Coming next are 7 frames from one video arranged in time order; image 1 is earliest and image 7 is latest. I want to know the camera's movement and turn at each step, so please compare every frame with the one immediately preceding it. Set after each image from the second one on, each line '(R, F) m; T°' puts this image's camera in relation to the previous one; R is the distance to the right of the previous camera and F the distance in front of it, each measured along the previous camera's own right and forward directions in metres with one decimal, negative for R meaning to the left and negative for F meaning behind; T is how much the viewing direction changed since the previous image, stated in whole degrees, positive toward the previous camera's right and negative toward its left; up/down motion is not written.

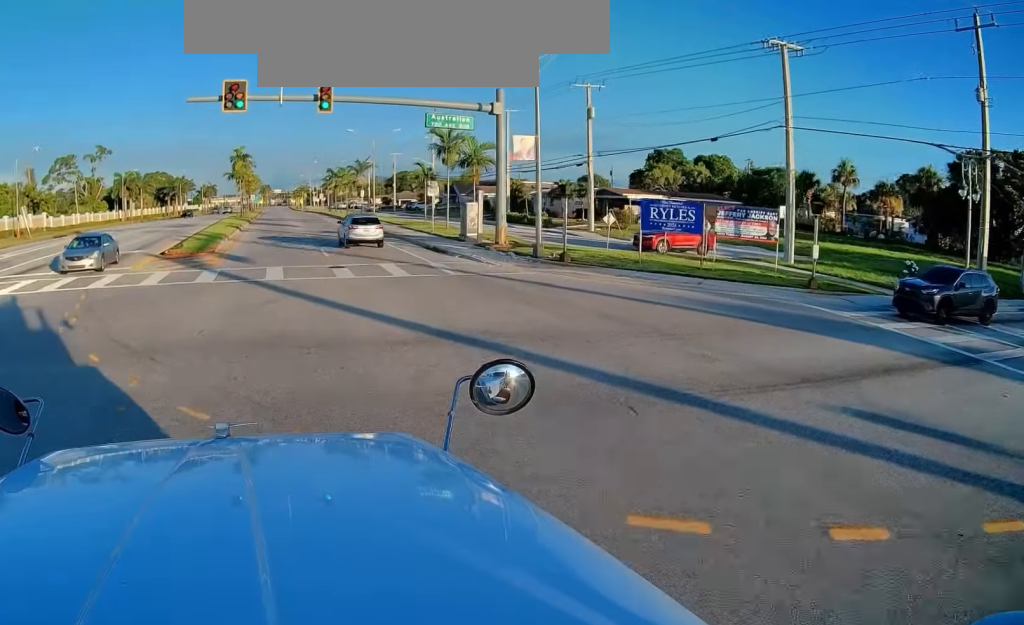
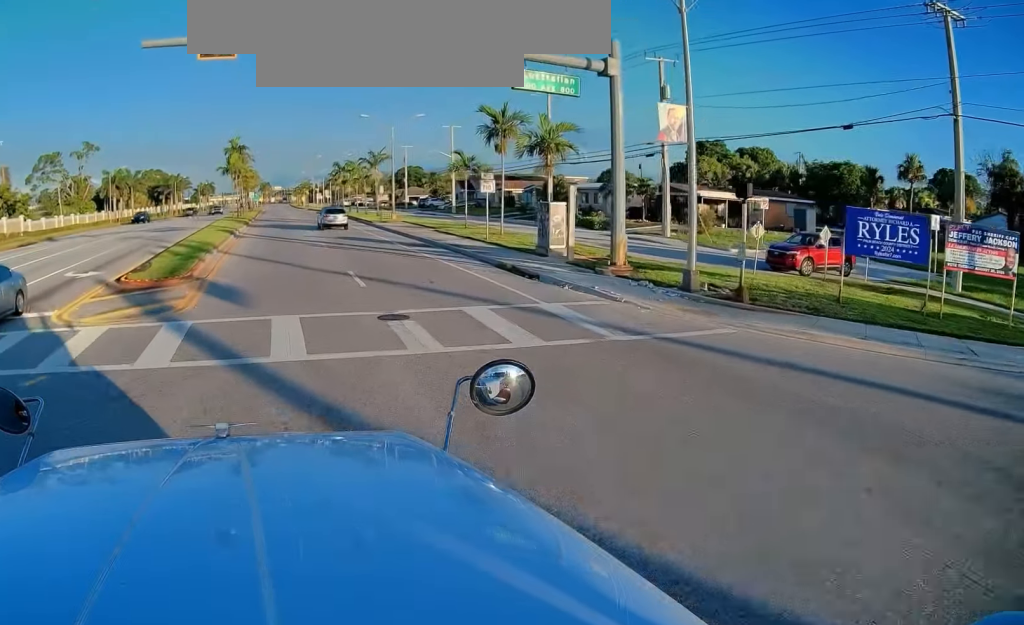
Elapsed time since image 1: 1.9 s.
(+0.4, +9.6) m; +2°
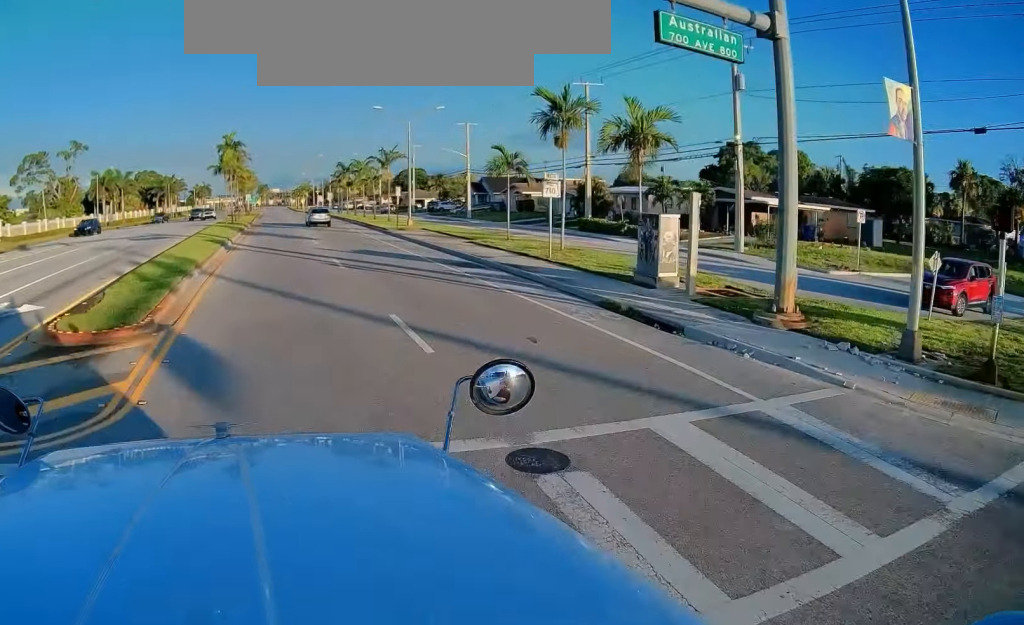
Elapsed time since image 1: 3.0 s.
(-0.2, +6.5) m; 0°
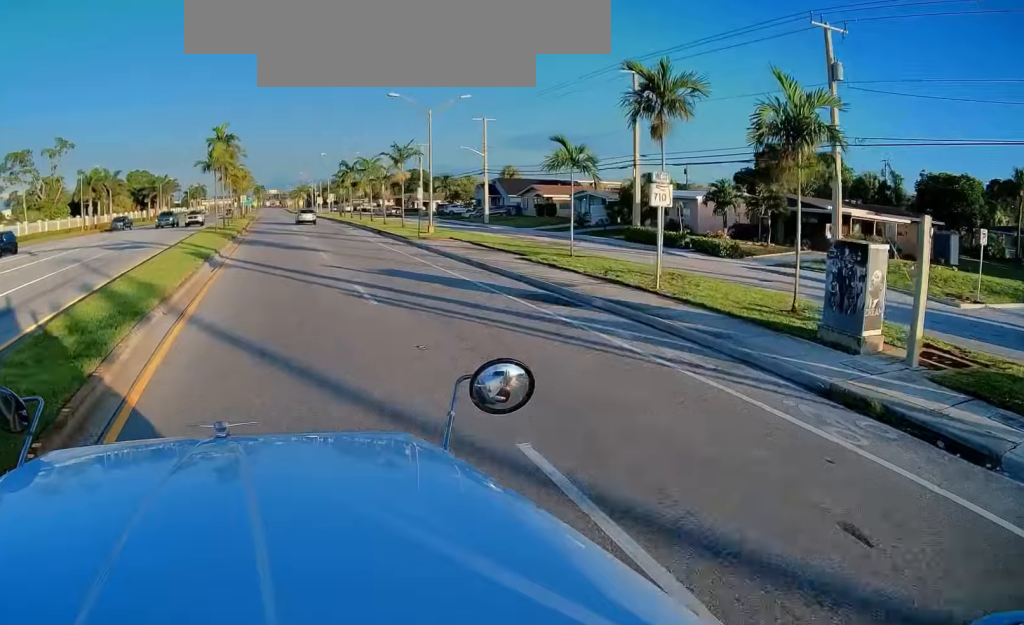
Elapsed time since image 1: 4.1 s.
(+0.2, +7.0) m; 0°
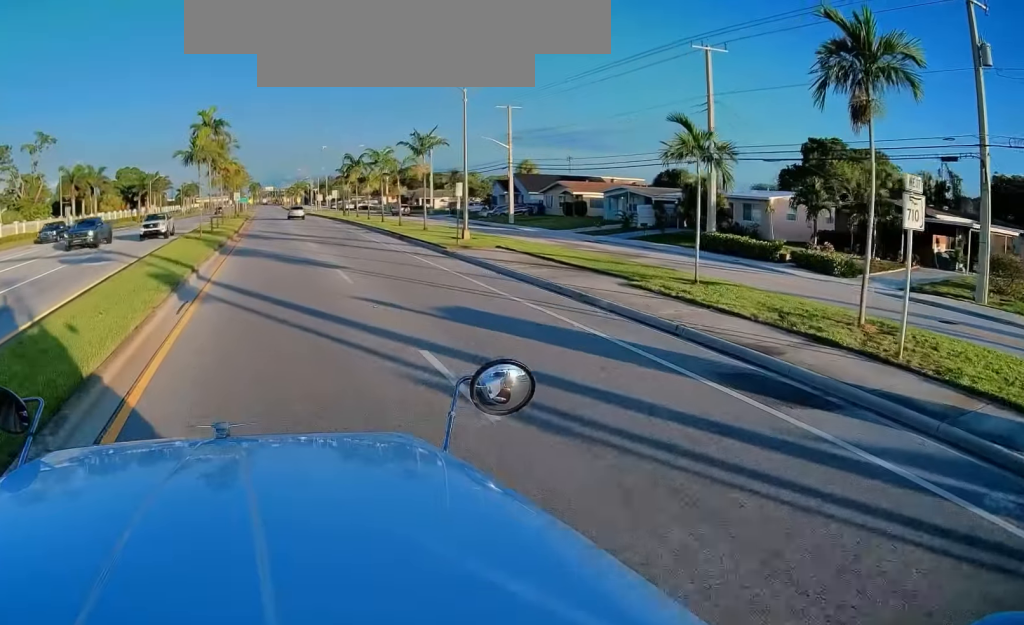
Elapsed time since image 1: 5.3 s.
(-0.2, +7.8) m; -1°
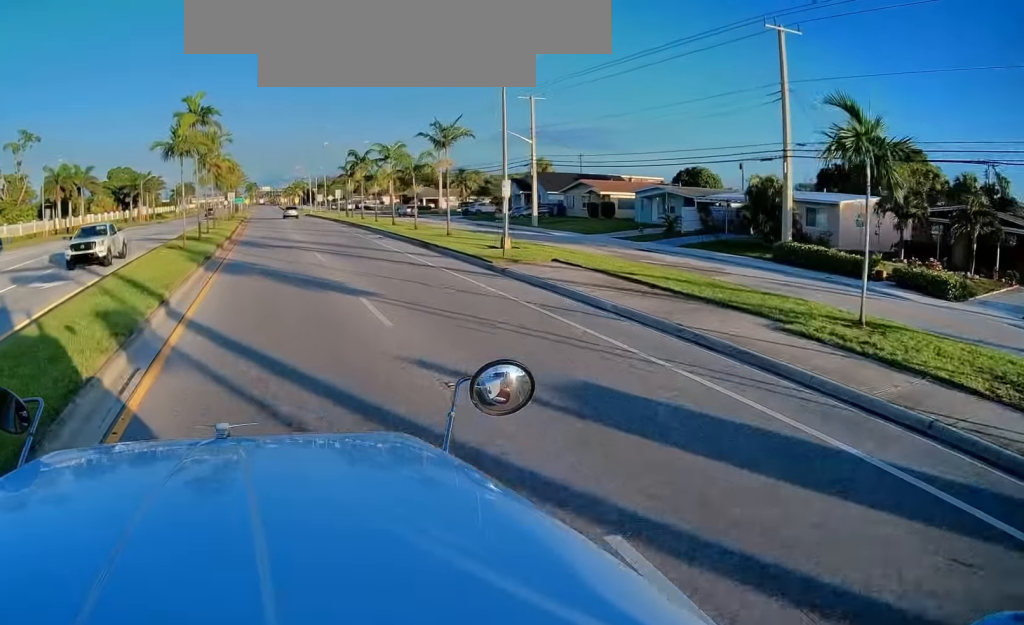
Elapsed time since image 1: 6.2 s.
(0.0, +6.4) m; +1°
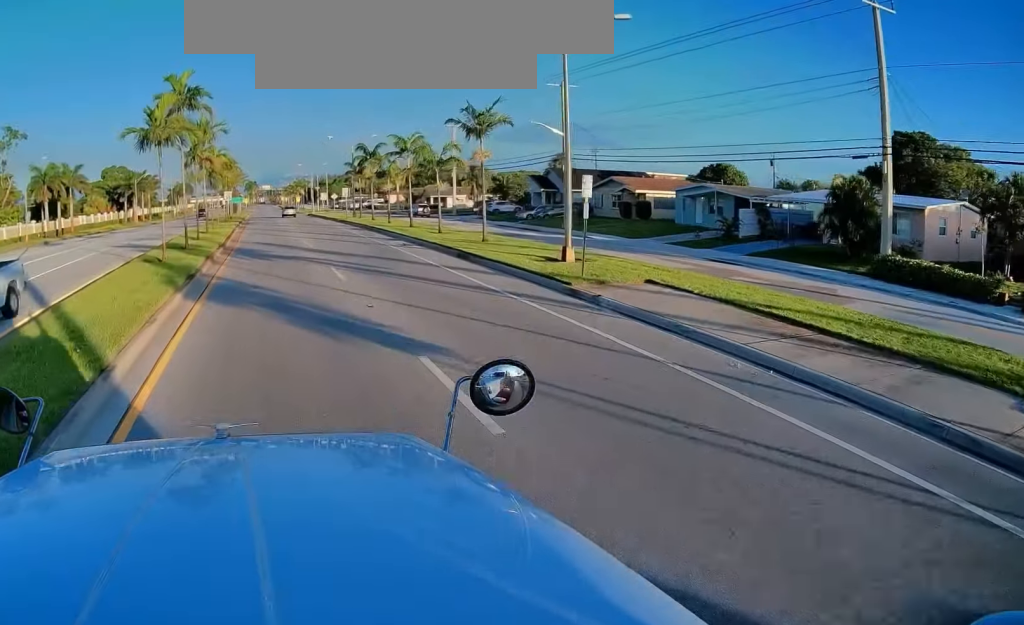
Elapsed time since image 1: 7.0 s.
(+0.1, +5.8) m; +1°
